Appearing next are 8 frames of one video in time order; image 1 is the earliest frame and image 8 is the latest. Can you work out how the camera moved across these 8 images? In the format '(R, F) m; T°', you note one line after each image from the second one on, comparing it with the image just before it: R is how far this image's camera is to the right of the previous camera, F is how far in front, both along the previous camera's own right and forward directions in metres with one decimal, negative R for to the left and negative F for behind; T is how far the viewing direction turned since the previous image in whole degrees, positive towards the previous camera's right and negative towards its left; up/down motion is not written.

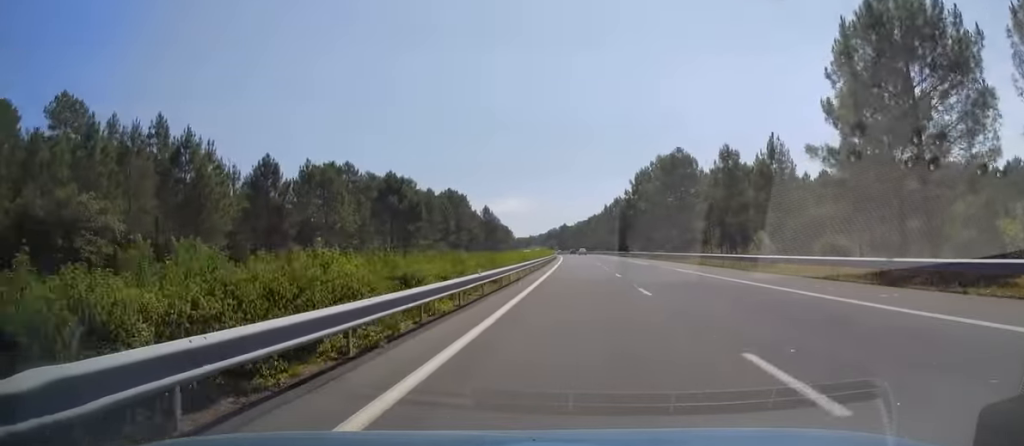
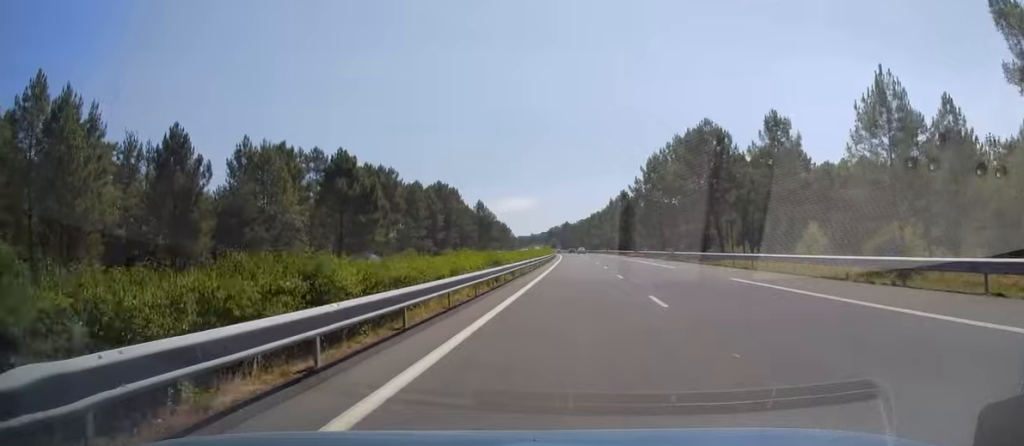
(0.0, +16.9) m; 0°
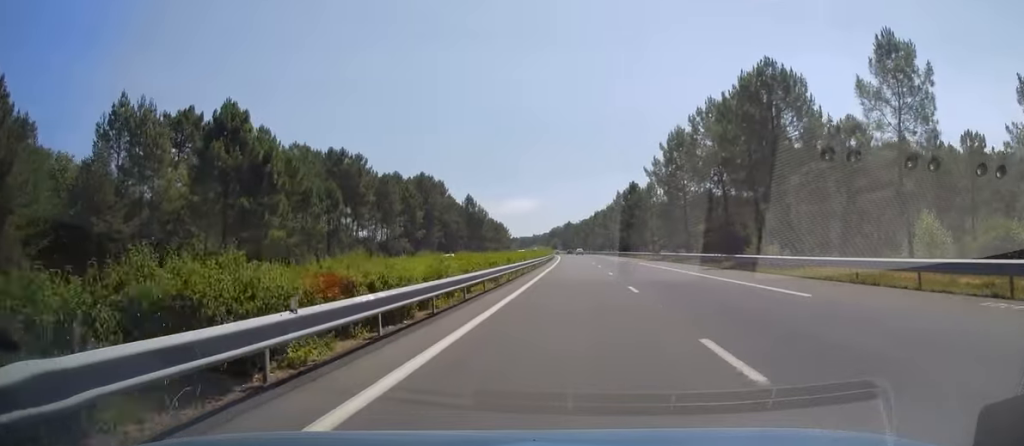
(0.0, +21.0) m; 0°
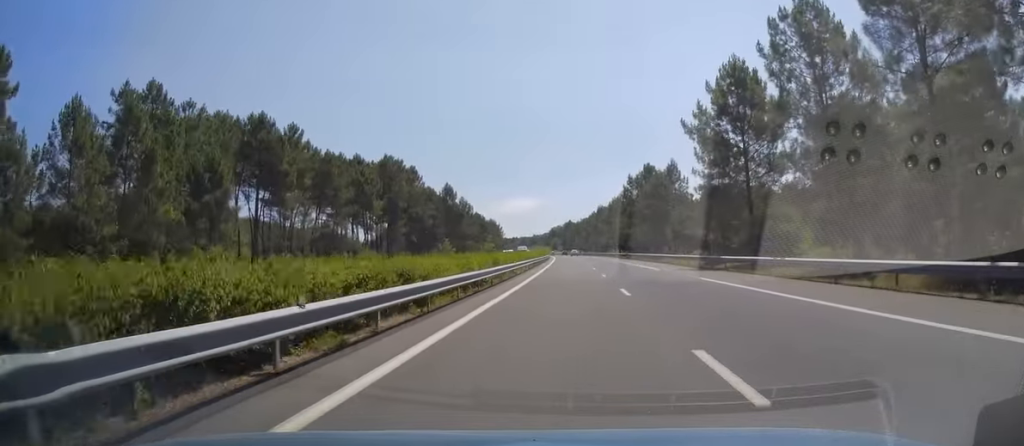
(0.0, +27.3) m; 0°
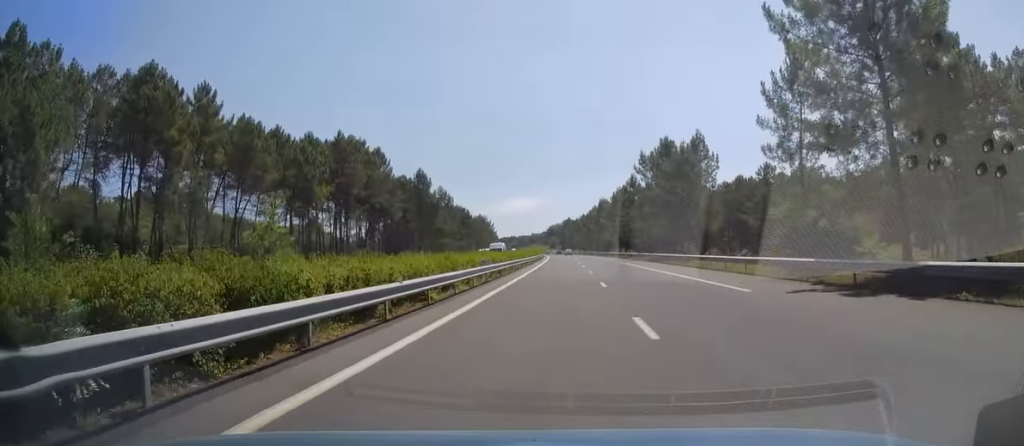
(0.0, +22.1) m; 0°
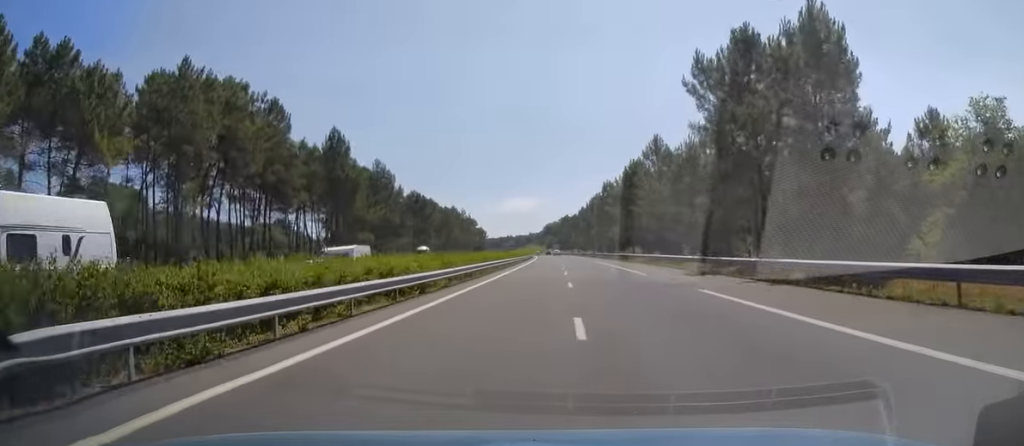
(0.0, +39.0) m; 0°
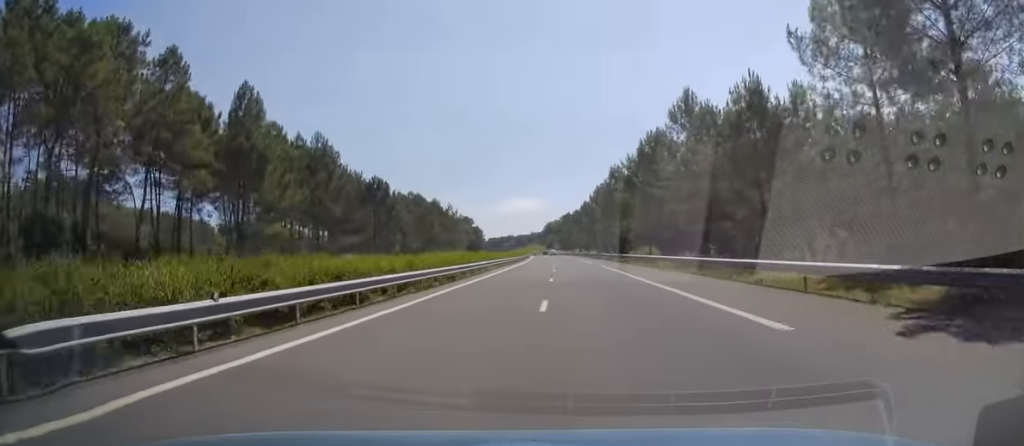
(0.0, +21.5) m; -1°
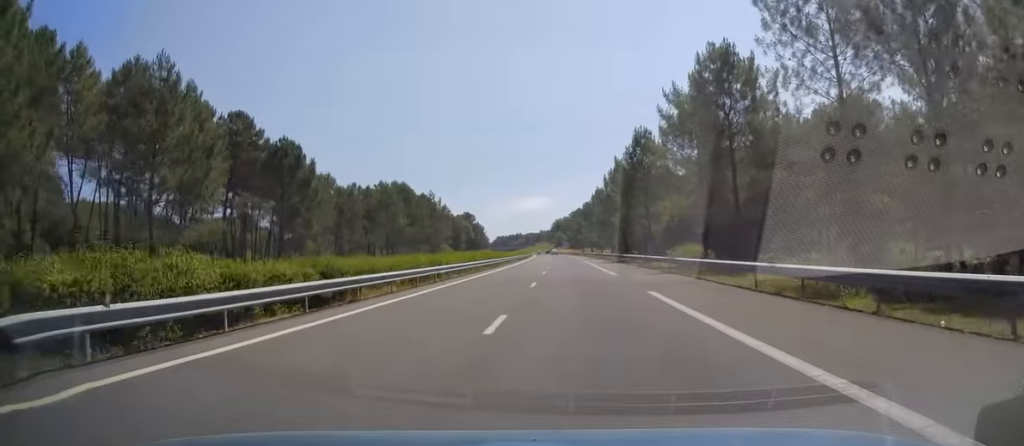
(-0.4, +29.7) m; -1°
